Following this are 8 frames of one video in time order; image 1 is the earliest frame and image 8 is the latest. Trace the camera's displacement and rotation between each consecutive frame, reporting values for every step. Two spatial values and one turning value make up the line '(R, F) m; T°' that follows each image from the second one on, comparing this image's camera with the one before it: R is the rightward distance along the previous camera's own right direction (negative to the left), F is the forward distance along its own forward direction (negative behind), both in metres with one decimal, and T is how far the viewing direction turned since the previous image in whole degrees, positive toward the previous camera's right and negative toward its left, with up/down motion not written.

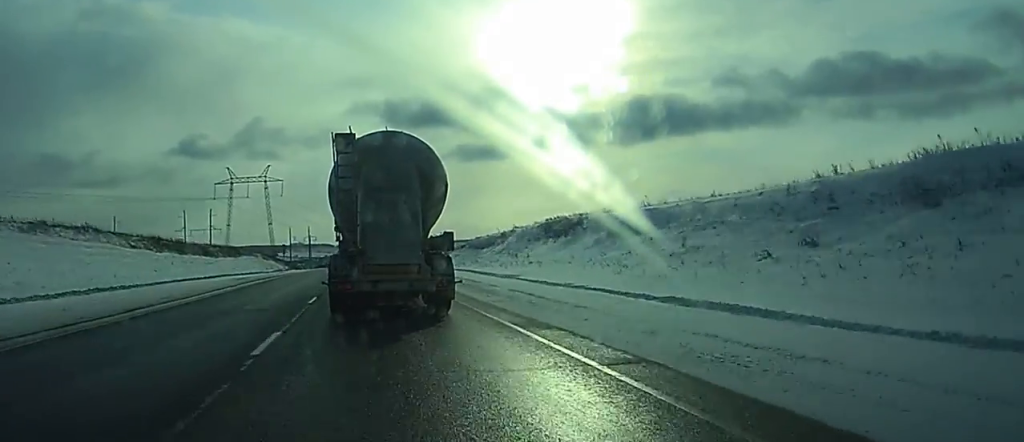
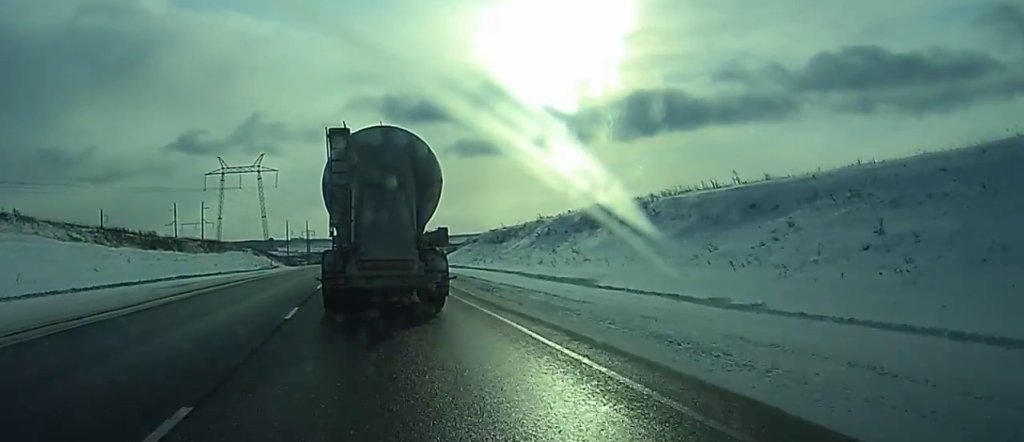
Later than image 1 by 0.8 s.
(0.0, +19.1) m; 0°
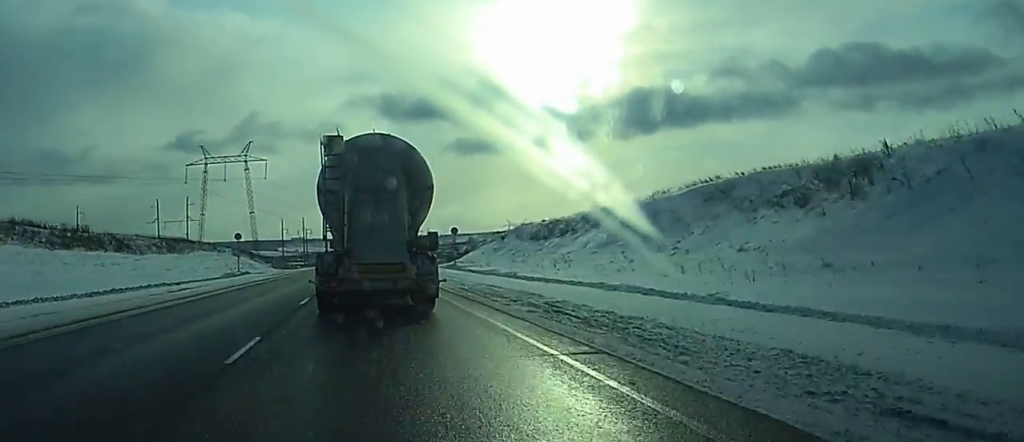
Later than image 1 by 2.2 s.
(-0.2, +30.9) m; 0°
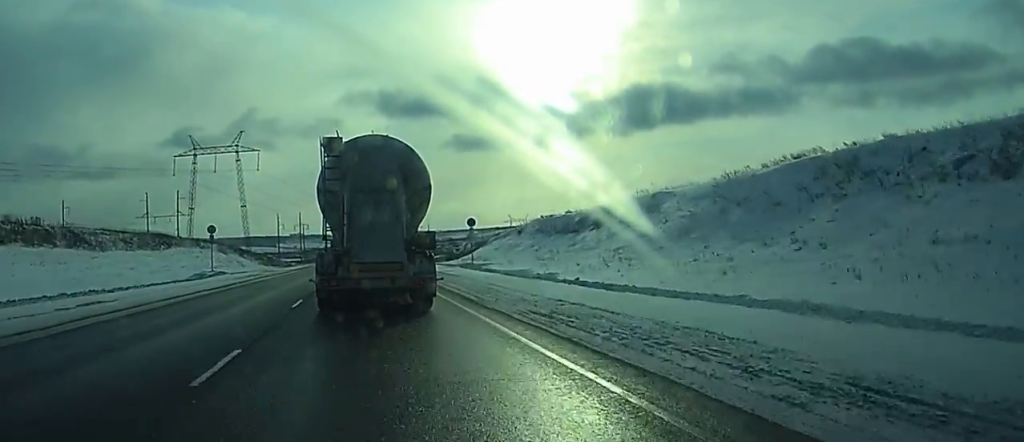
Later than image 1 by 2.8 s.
(0.0, +14.1) m; 0°
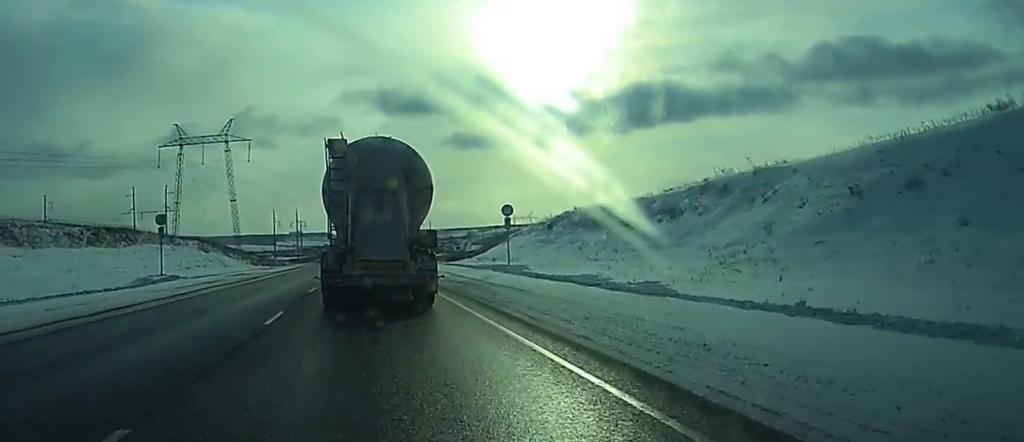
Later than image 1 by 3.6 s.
(0.0, +17.6) m; 0°
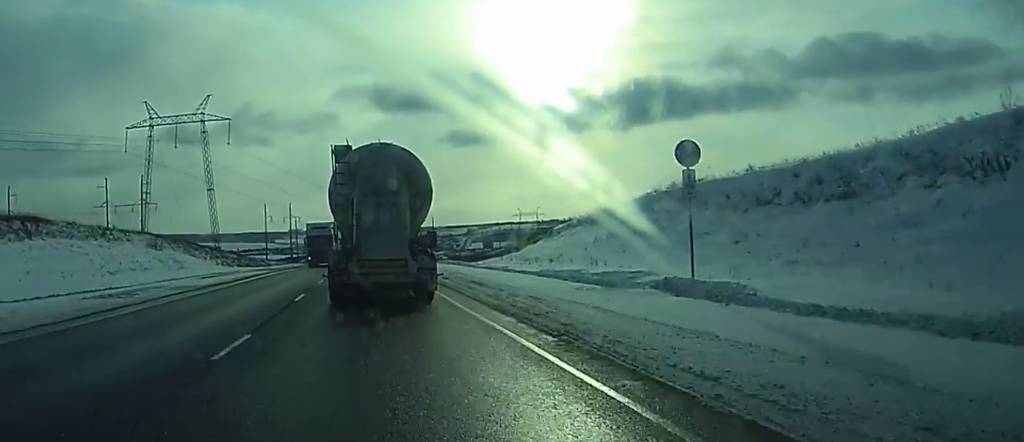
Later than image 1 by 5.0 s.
(+0.1, +29.5) m; 0°
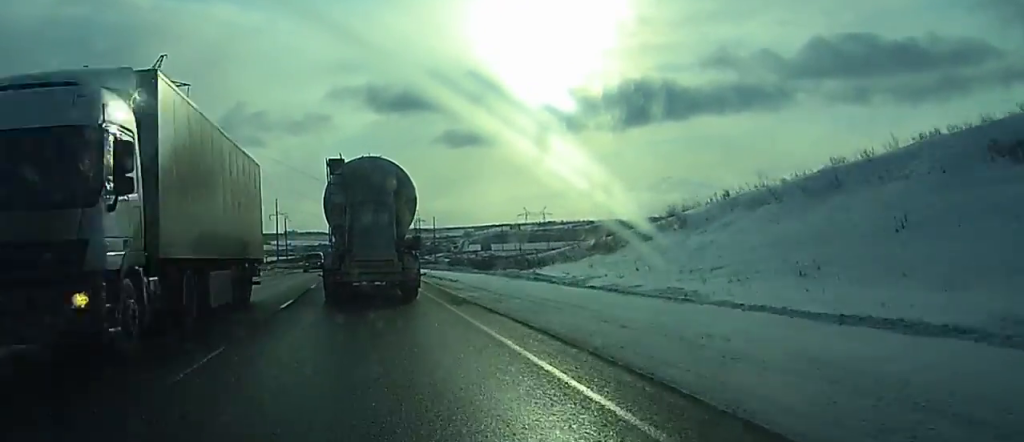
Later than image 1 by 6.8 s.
(+0.1, +38.5) m; 0°
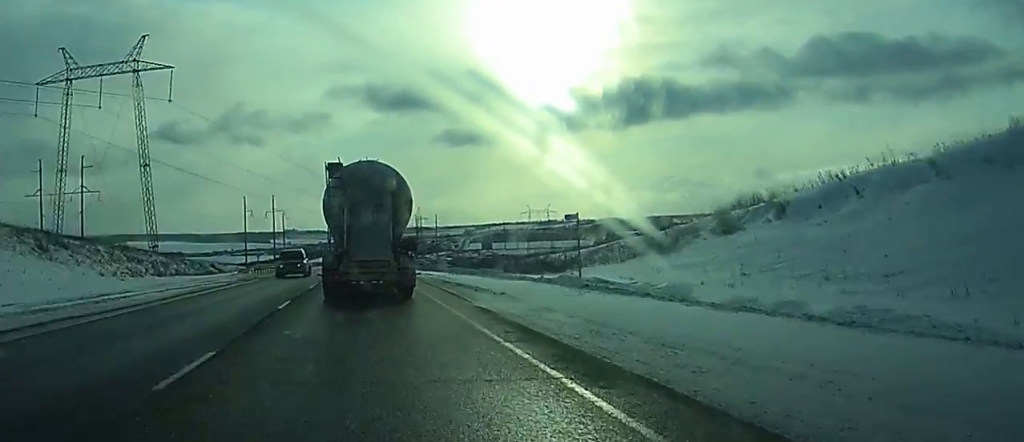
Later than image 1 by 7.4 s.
(0.0, +12.3) m; 0°
